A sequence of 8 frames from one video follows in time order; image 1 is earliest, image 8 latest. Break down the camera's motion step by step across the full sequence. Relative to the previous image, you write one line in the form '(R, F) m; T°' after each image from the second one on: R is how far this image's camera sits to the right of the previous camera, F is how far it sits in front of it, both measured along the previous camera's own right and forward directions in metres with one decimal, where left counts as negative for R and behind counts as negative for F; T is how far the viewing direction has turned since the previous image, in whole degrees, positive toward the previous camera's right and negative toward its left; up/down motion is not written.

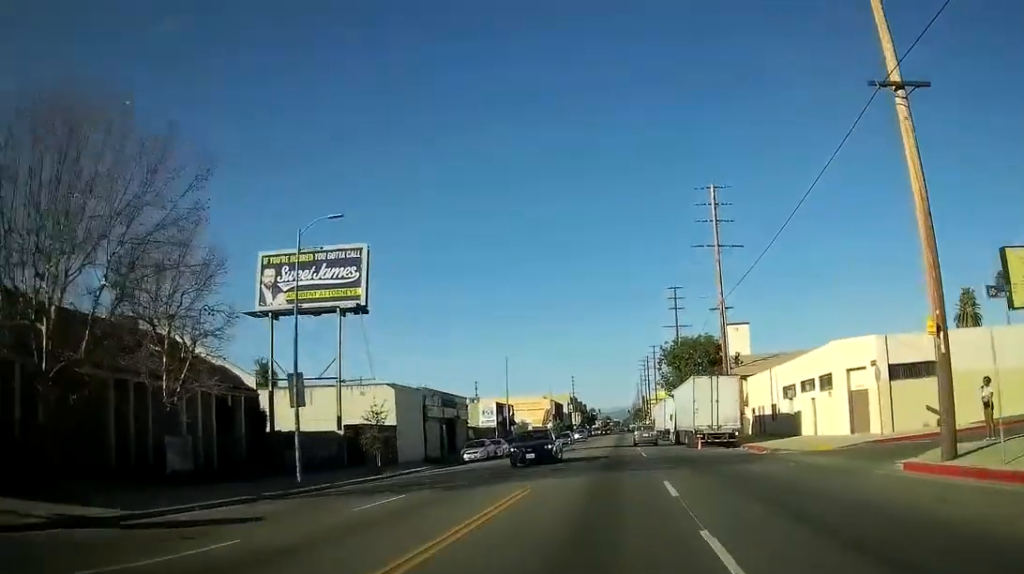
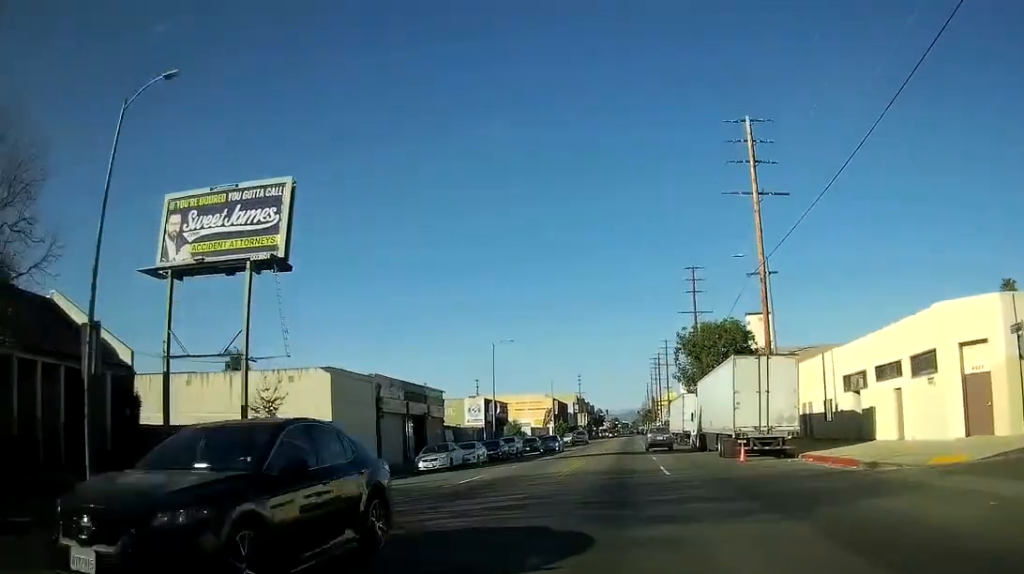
(0.0, +12.6) m; 0°
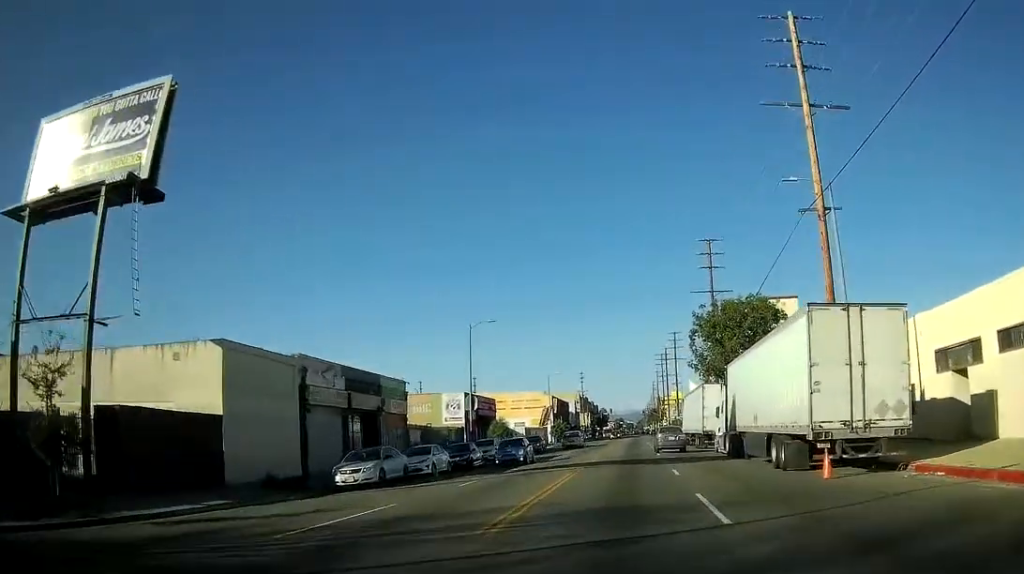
(0.0, +11.1) m; 0°
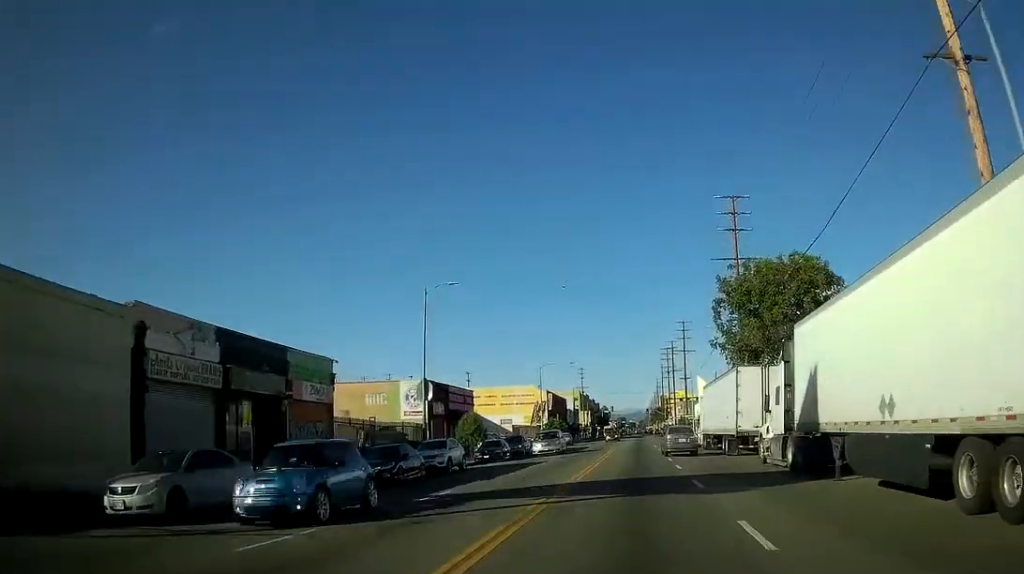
(0.0, +13.0) m; 0°
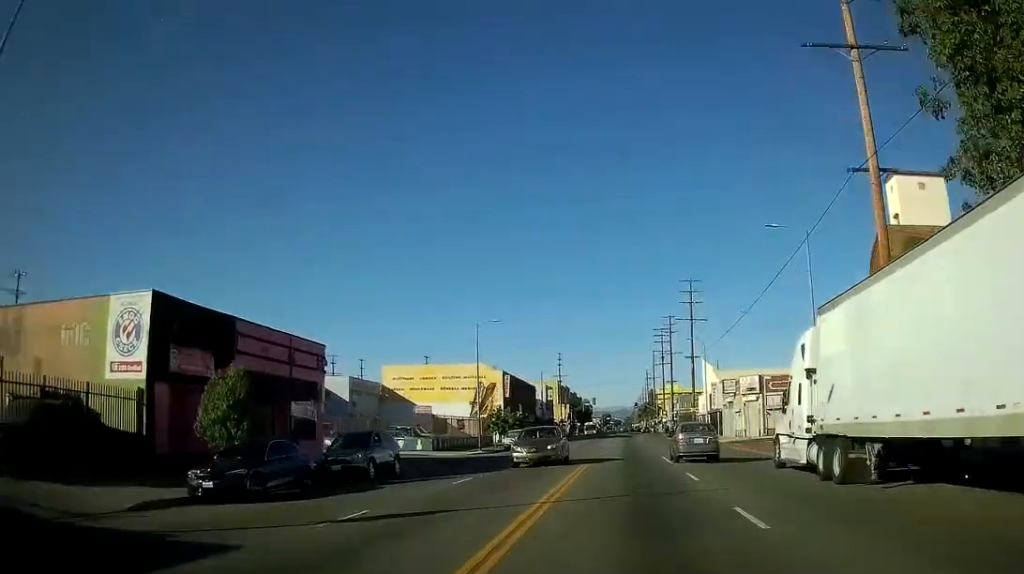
(0.0, +31.5) m; 0°
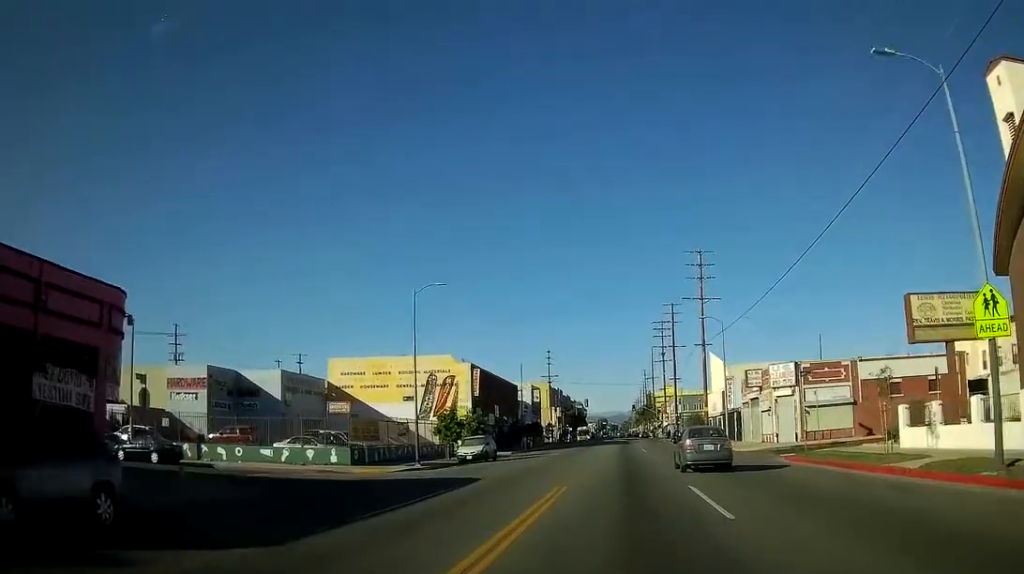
(0.0, +16.1) m; 0°
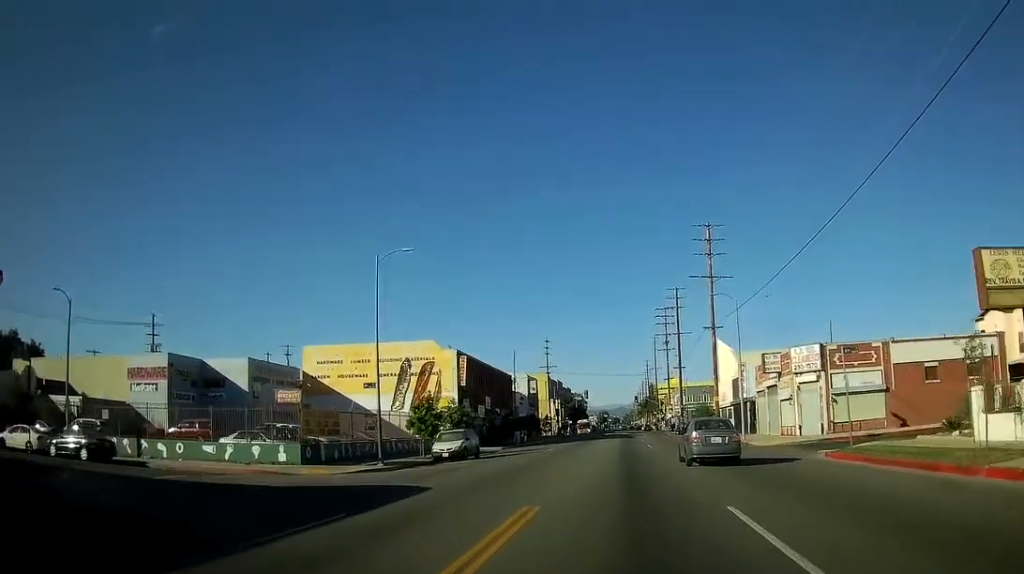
(0.0, +6.8) m; 0°
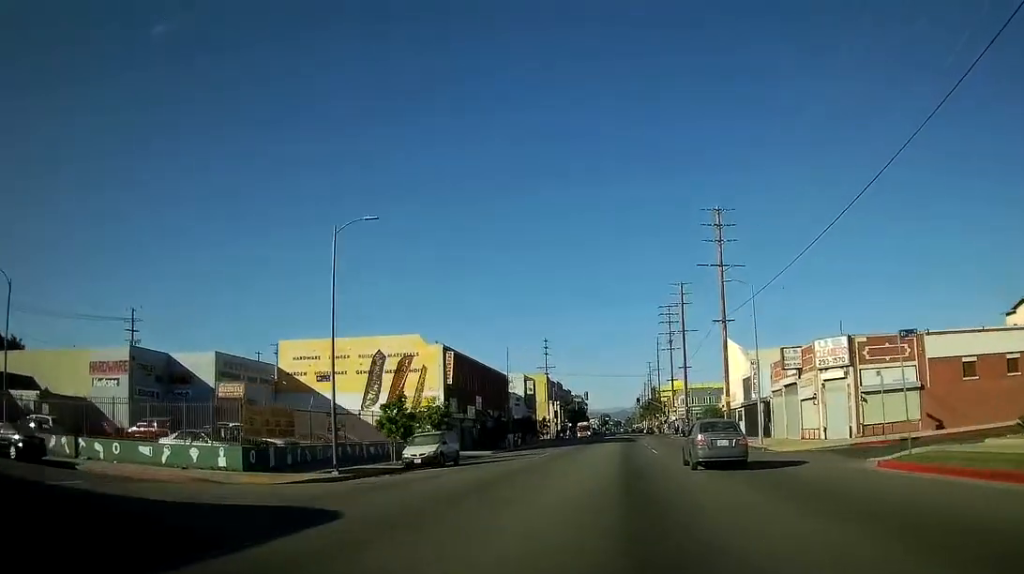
(0.0, +5.5) m; 0°
